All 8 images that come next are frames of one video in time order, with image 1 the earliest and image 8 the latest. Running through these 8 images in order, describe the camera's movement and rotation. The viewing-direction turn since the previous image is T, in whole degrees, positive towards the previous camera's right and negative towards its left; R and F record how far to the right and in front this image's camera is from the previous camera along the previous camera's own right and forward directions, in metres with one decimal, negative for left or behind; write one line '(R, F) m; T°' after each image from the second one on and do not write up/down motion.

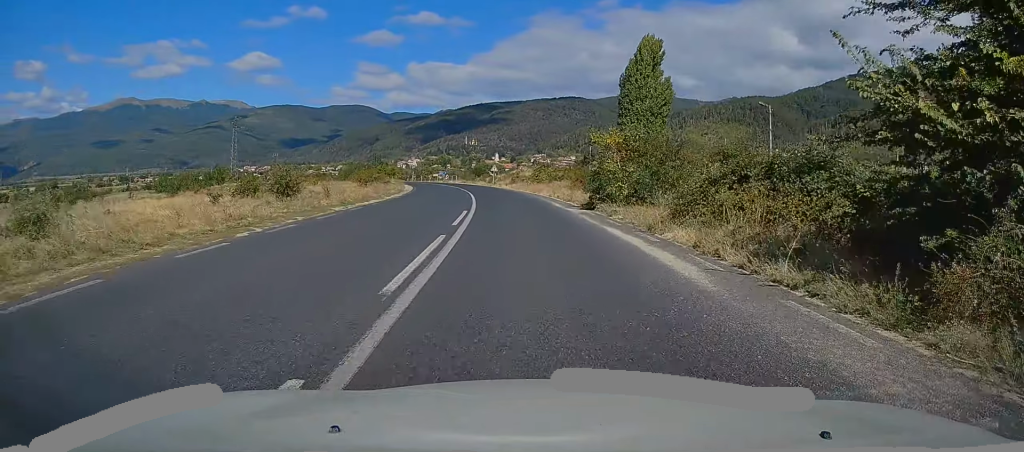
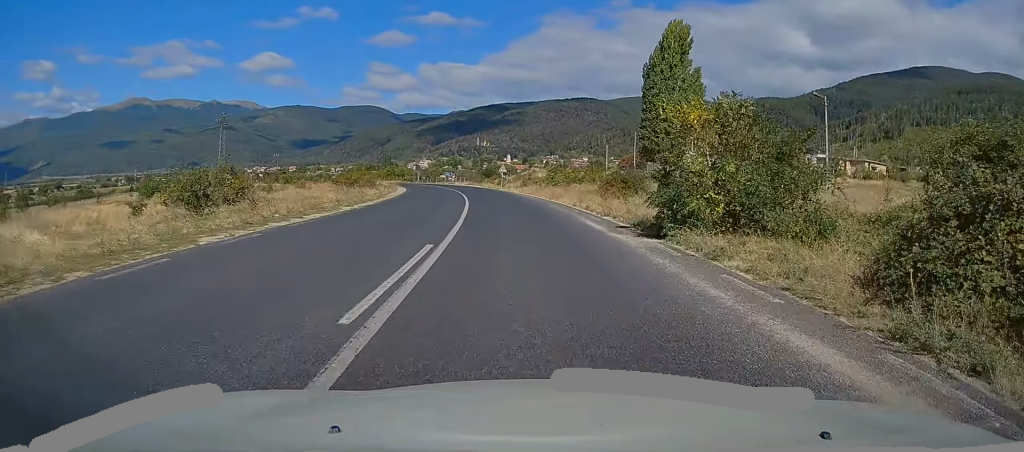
(-0.1, +10.1) m; -1°
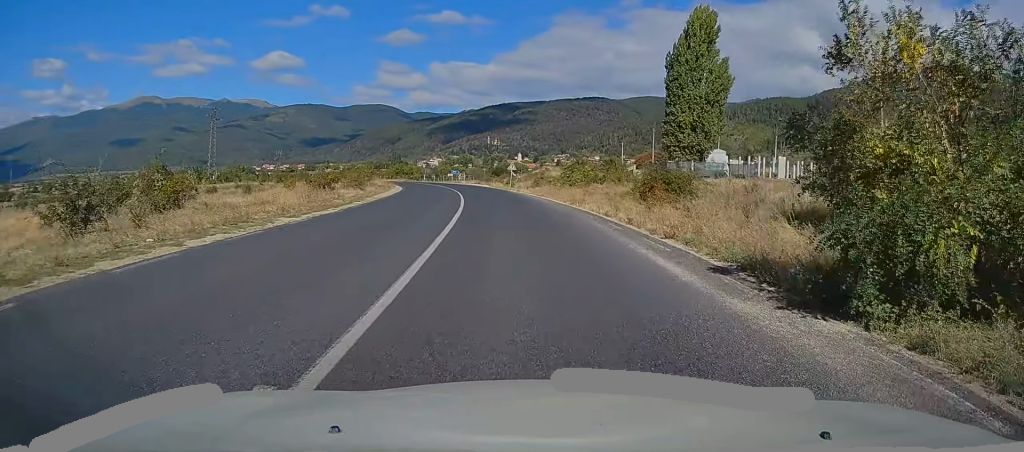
(-0.1, +7.6) m; -1°
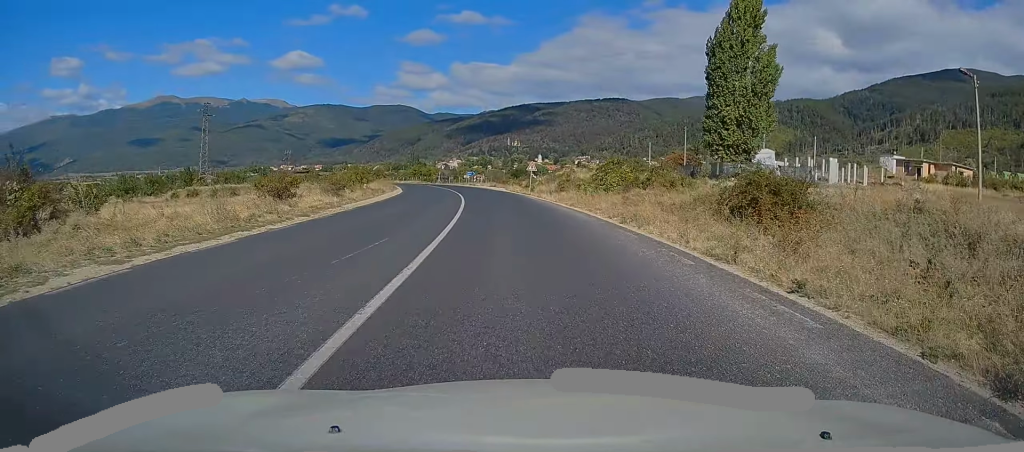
(-0.1, +9.5) m; -1°
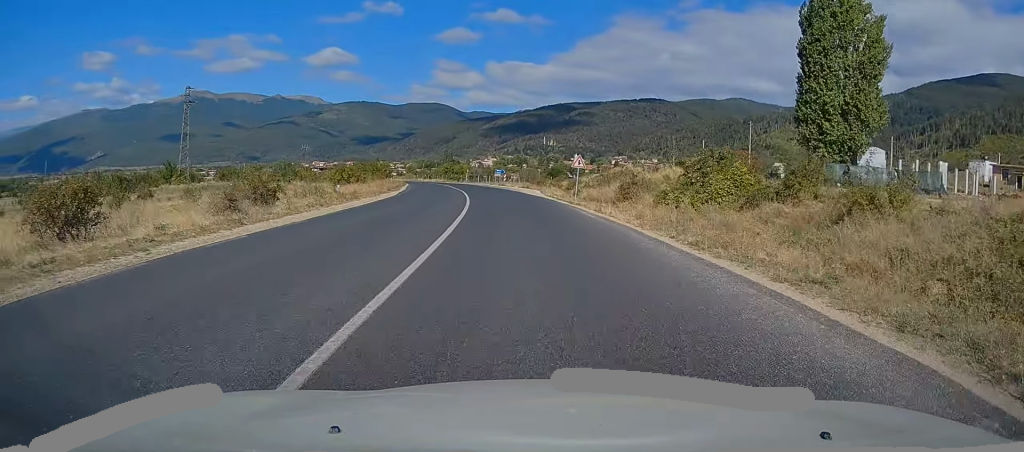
(-0.4, +15.8) m; -3°
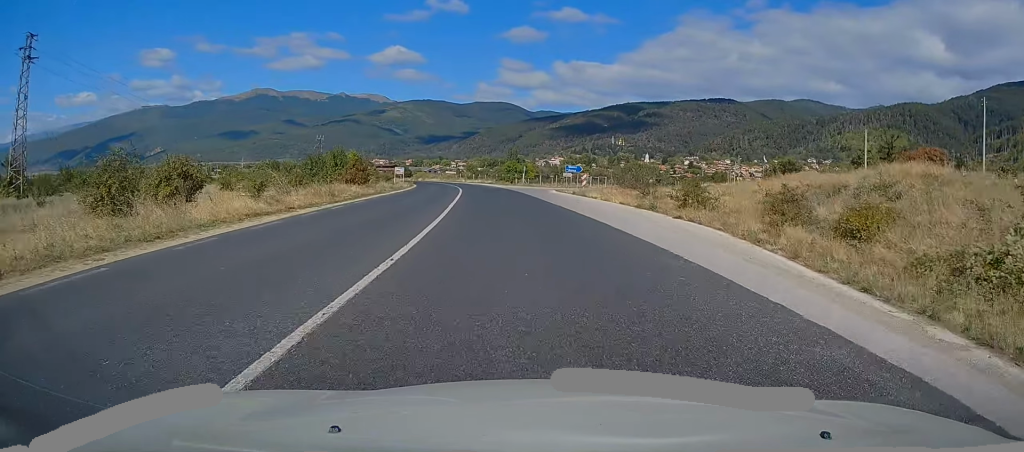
(-2.1, +40.8) m; -6°
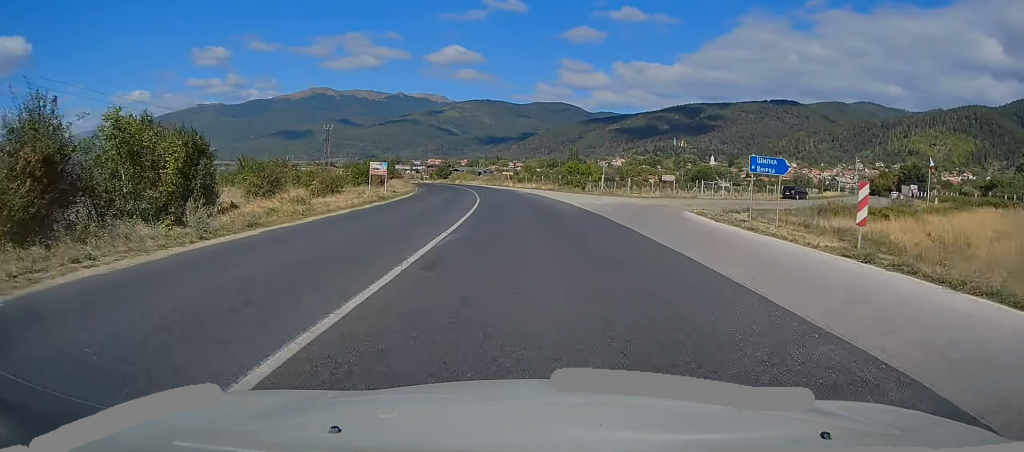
(-2.0, +34.6) m; -5°
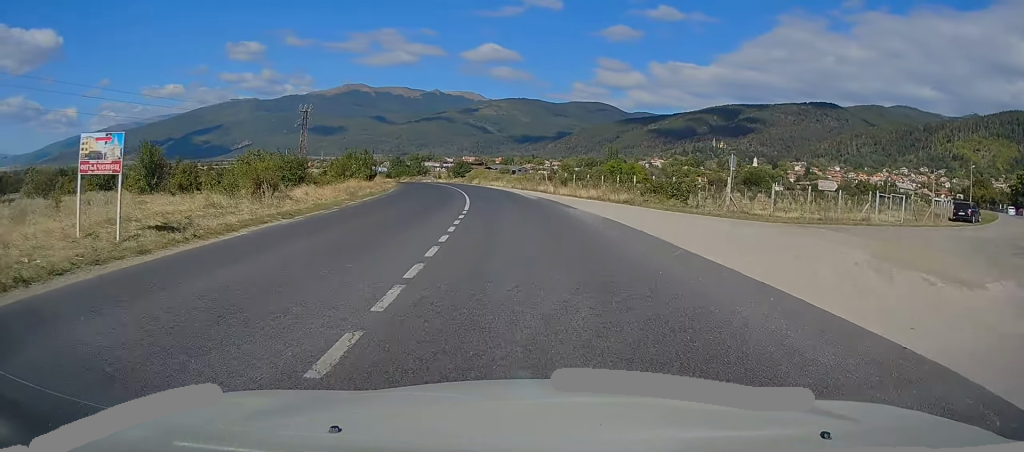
(-0.7, +29.0) m; -3°
